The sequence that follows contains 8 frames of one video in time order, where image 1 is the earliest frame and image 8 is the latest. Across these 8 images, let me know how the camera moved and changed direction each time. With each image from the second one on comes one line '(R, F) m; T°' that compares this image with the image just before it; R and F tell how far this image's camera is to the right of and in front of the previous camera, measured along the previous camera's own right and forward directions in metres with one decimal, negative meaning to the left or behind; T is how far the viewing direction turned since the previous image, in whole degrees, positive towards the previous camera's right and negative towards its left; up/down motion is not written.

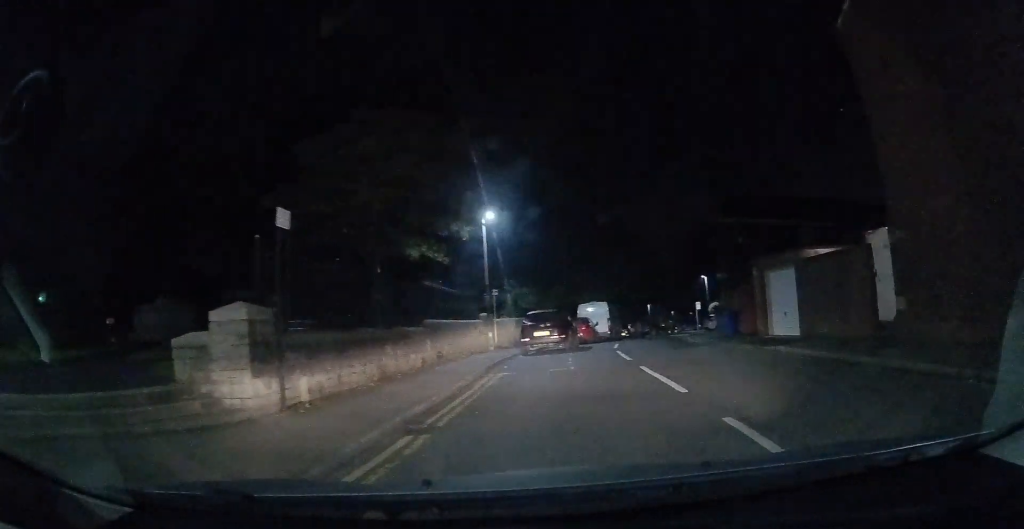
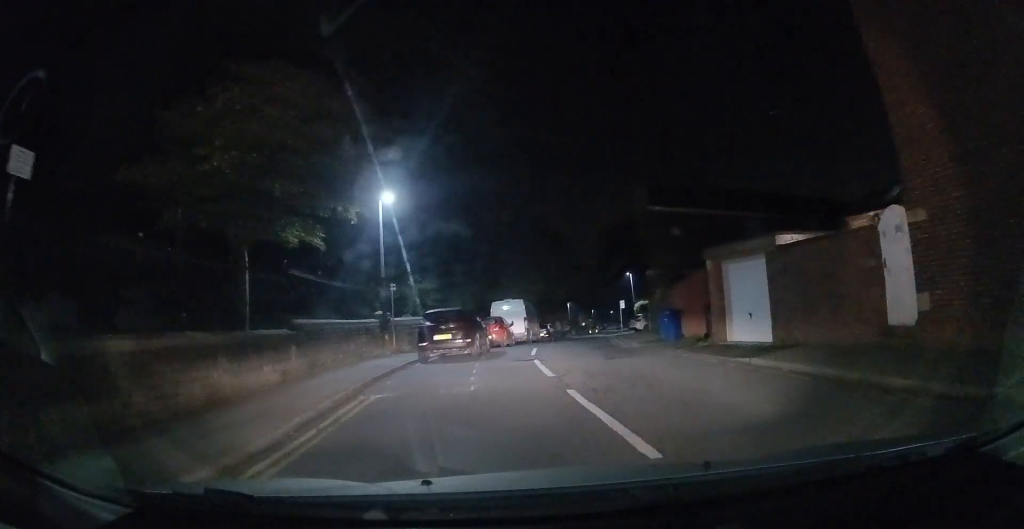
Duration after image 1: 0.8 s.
(+0.4, +3.1) m; +10°
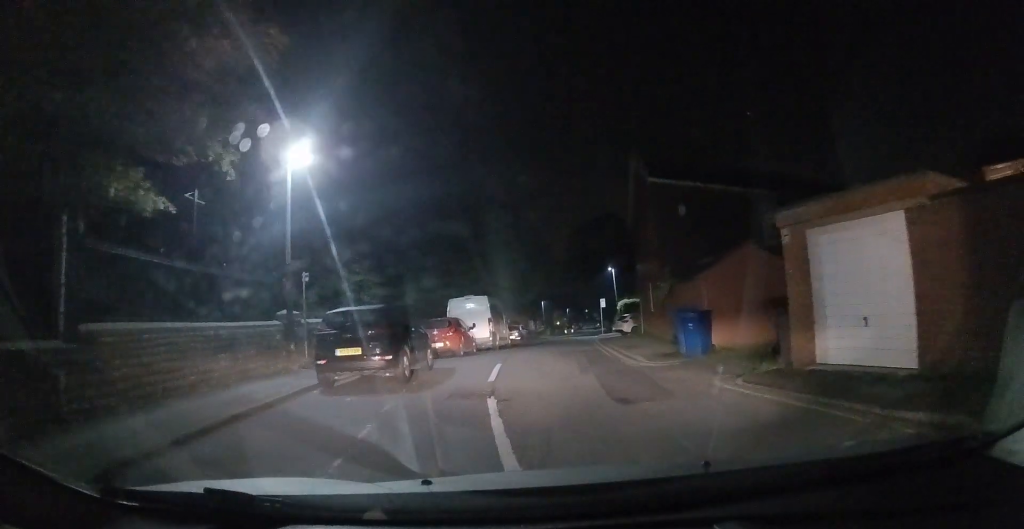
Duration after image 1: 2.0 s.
(+0.2, +5.3) m; -2°
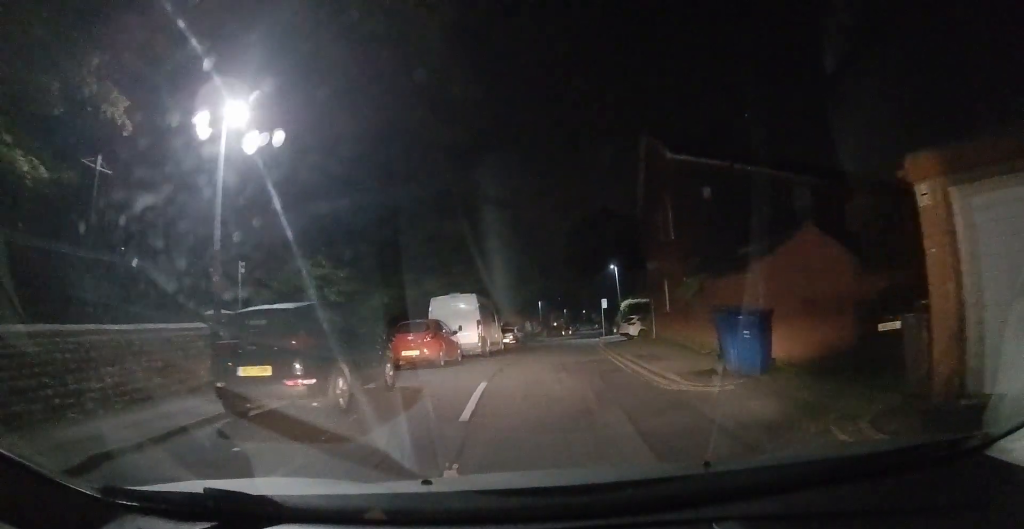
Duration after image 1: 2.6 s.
(-0.1, +3.0) m; -3°
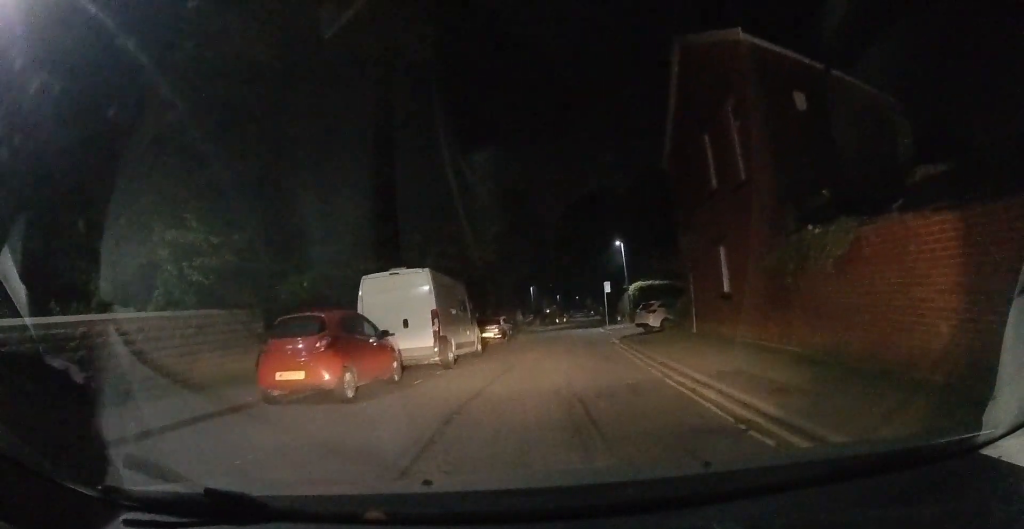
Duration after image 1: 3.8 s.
(0.0, +6.7) m; +4°
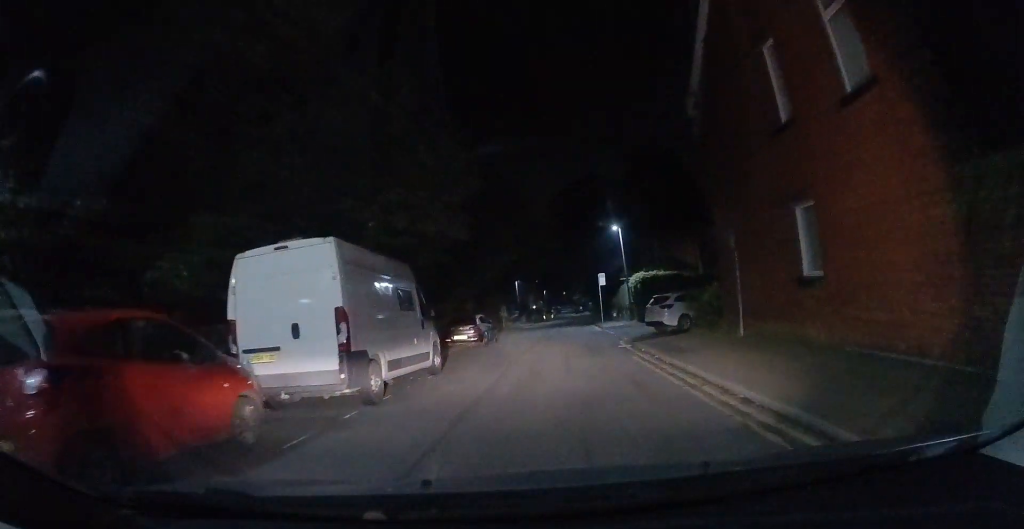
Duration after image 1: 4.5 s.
(+0.2, +4.7) m; +4°
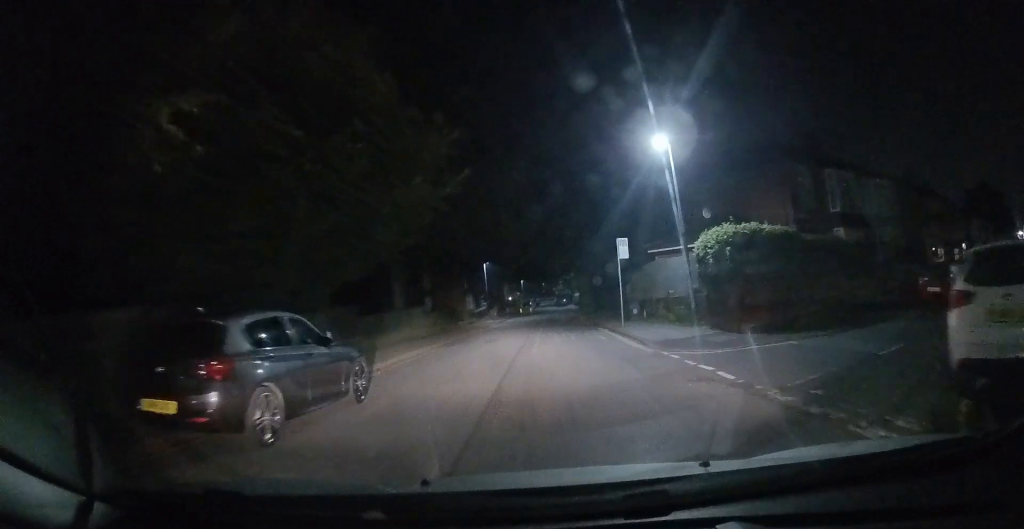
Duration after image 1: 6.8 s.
(+0.2, +16.7) m; -3°
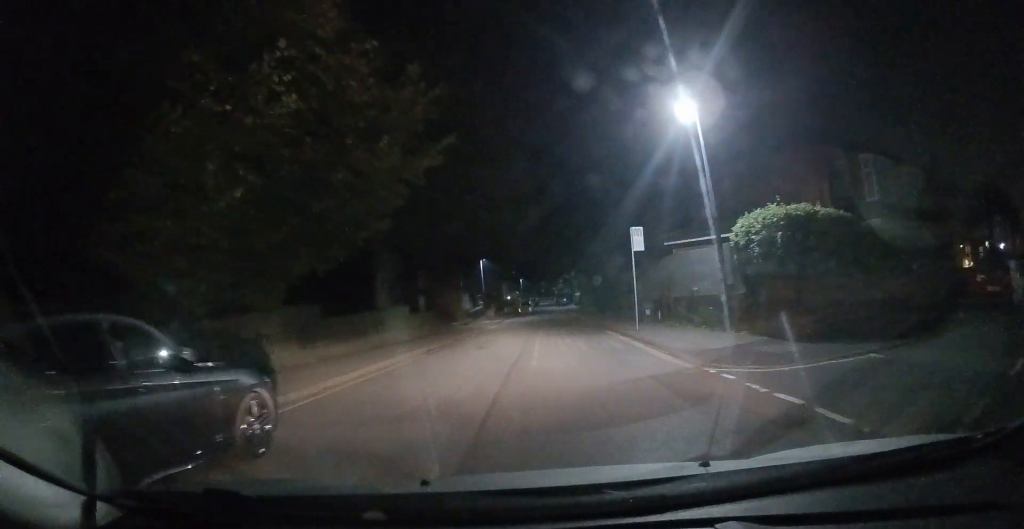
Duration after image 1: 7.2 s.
(-0.1, +3.1) m; -1°
